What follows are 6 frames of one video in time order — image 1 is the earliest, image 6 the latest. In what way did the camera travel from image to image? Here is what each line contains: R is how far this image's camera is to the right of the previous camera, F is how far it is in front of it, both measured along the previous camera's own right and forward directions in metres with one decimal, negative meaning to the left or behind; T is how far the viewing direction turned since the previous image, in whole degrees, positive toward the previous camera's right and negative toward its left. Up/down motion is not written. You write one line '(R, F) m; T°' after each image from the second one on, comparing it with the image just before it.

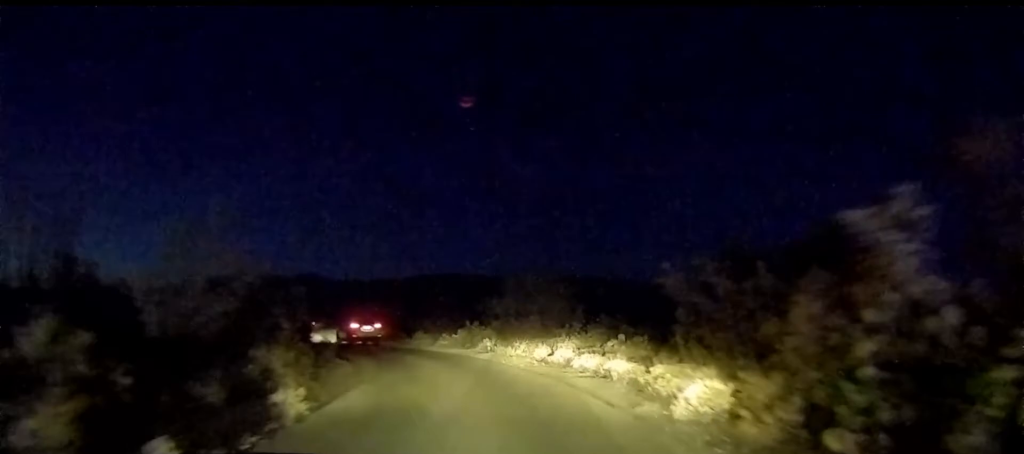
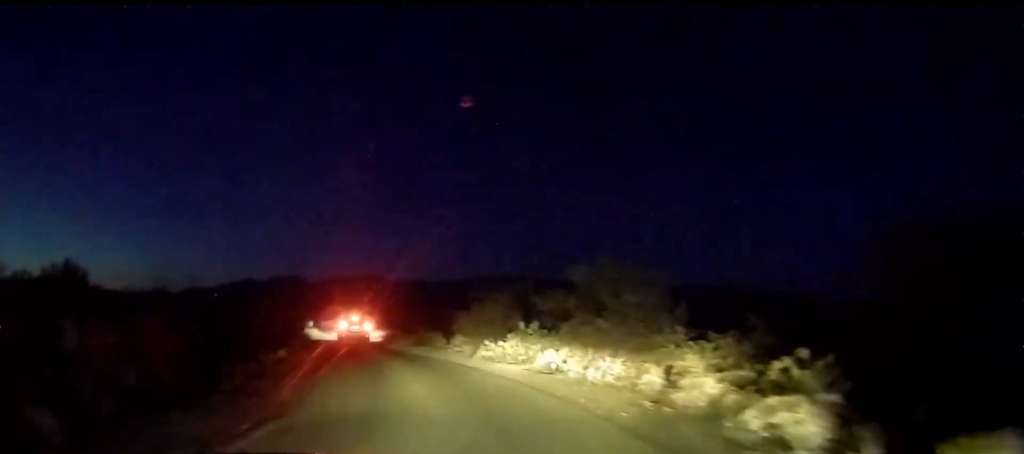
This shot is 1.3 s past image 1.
(+0.3, +9.4) m; -5°
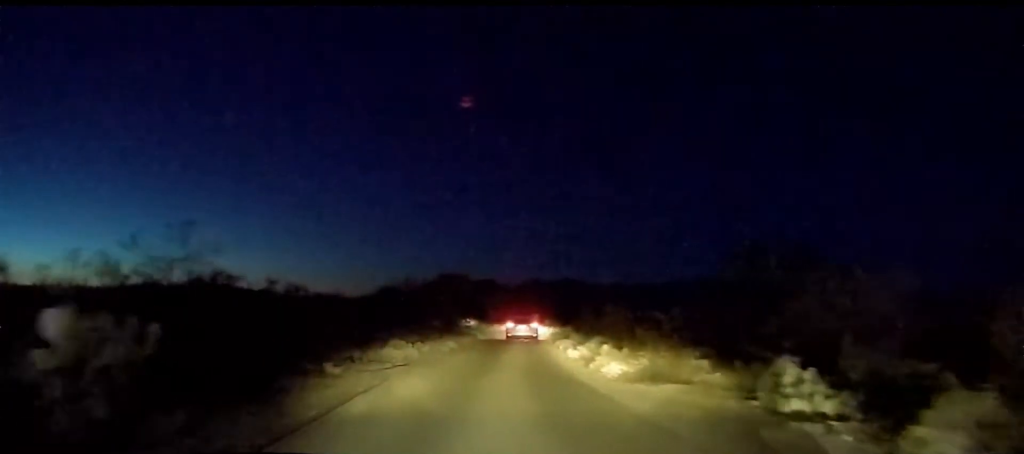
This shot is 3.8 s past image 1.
(-2.8, +16.6) m; -21°
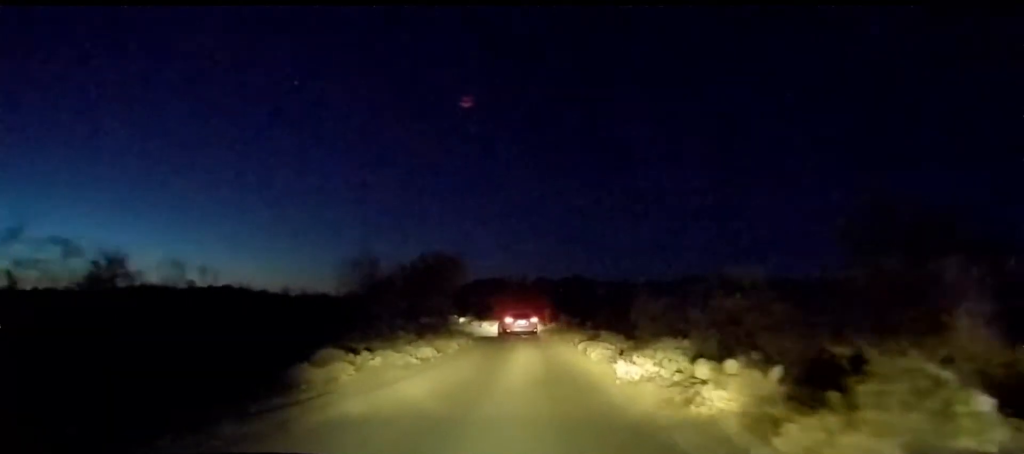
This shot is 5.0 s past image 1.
(-1.1, +8.1) m; -5°
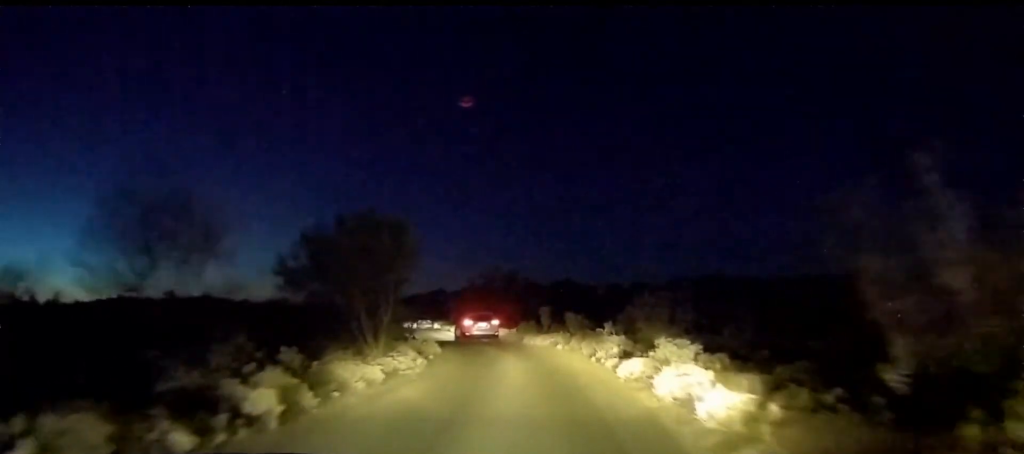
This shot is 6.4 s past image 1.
(+1.0, +10.0) m; +6°
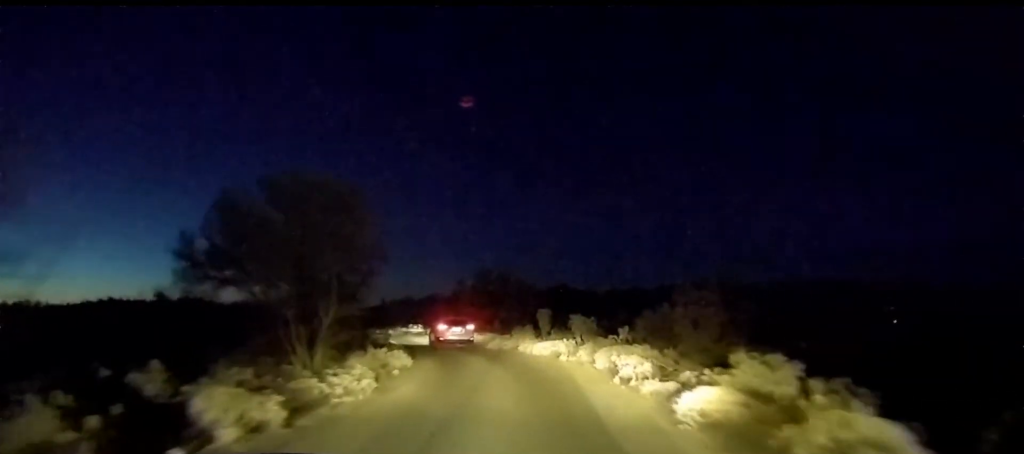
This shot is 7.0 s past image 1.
(-0.2, +4.4) m; -3°
